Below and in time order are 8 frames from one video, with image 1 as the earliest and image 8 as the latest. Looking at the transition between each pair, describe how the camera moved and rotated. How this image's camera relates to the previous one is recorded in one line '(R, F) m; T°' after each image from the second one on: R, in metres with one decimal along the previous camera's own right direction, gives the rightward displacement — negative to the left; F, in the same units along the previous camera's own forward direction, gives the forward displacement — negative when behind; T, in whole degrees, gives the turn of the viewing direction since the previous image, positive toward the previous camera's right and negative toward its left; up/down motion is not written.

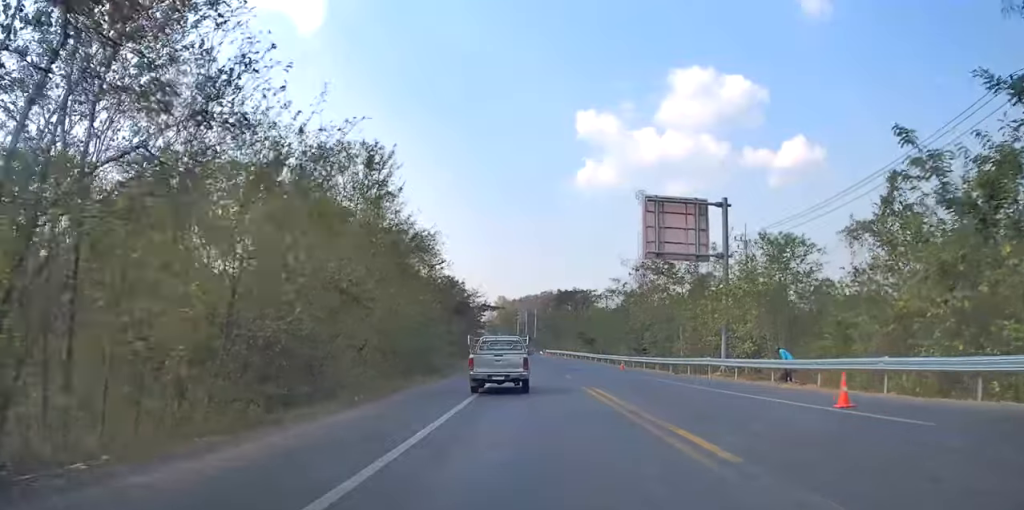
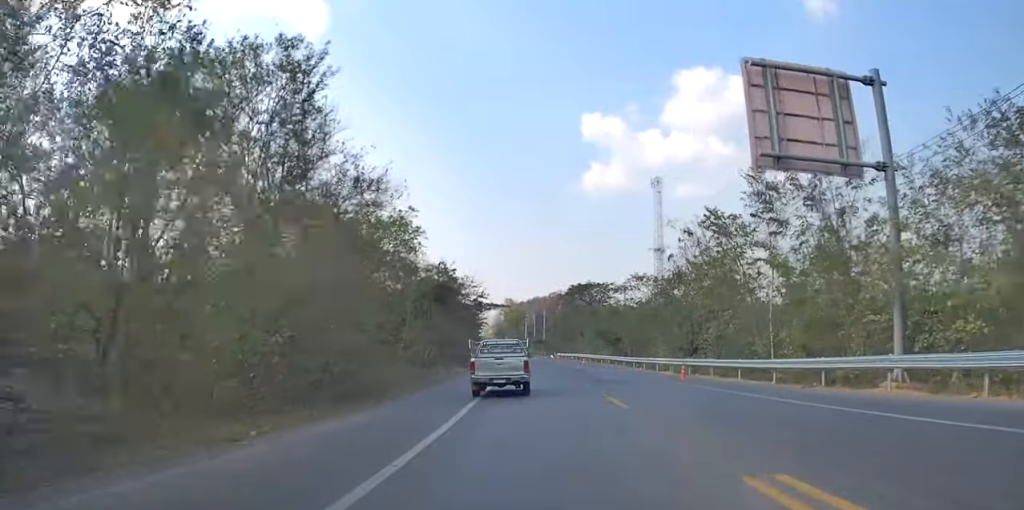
(-0.3, +16.5) m; -2°
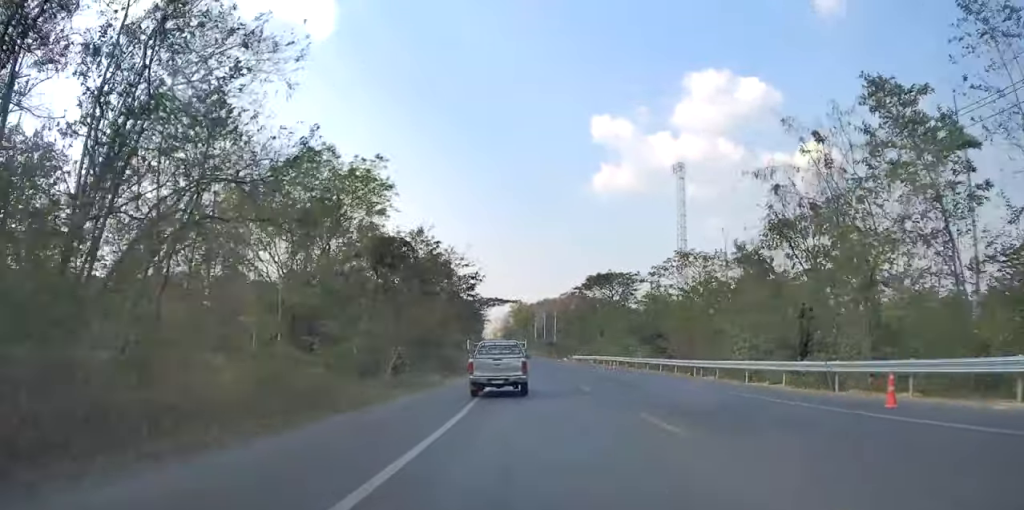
(-0.3, +16.4) m; -1°
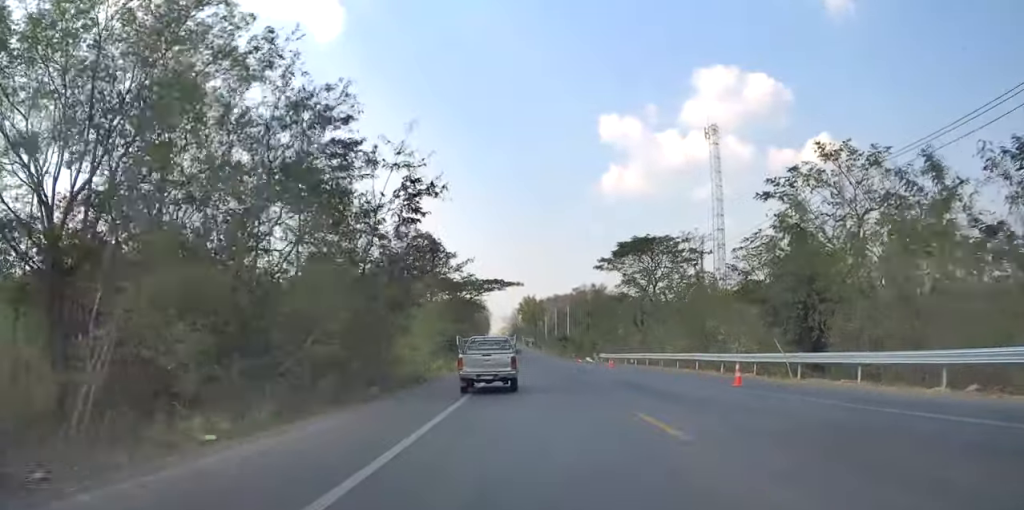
(+0.1, +26.3) m; 0°
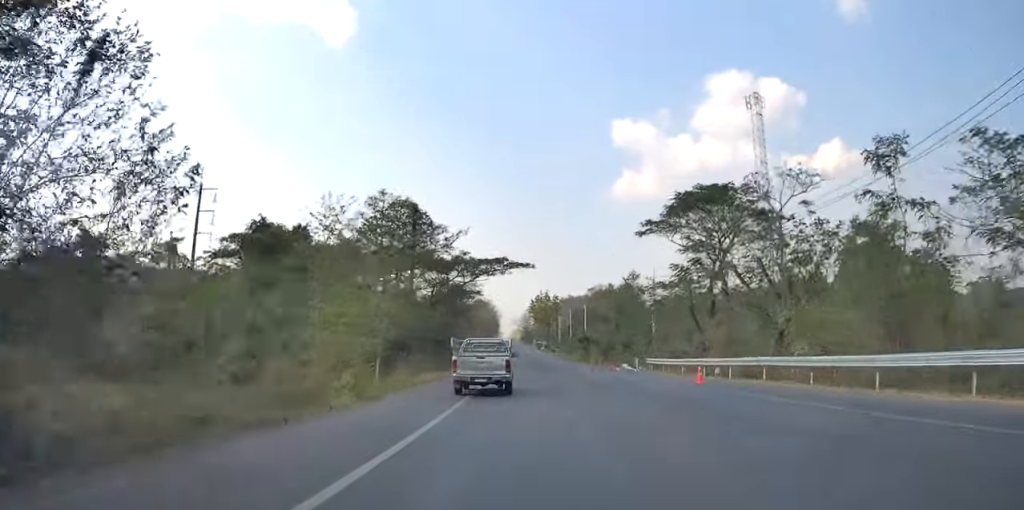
(0.0, +21.4) m; 0°
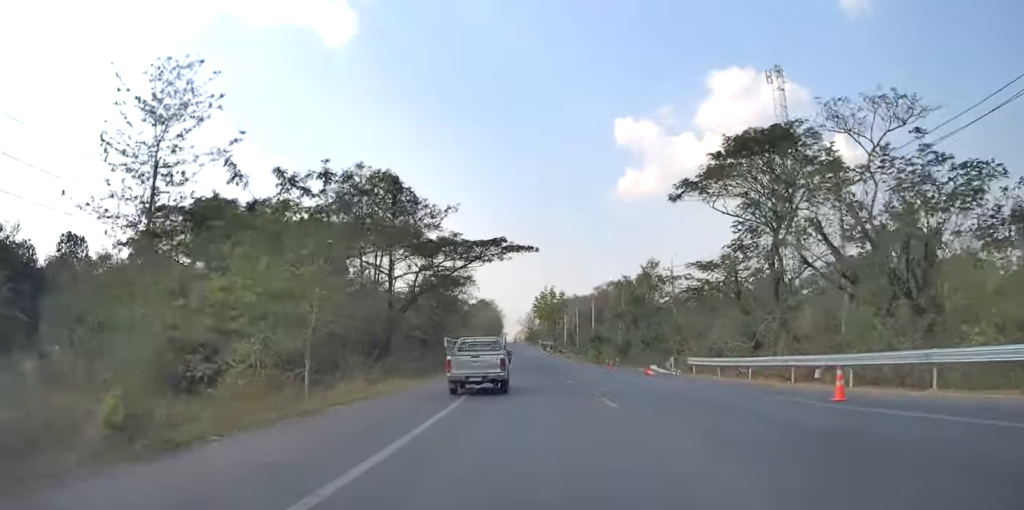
(0.0, +10.7) m; 0°
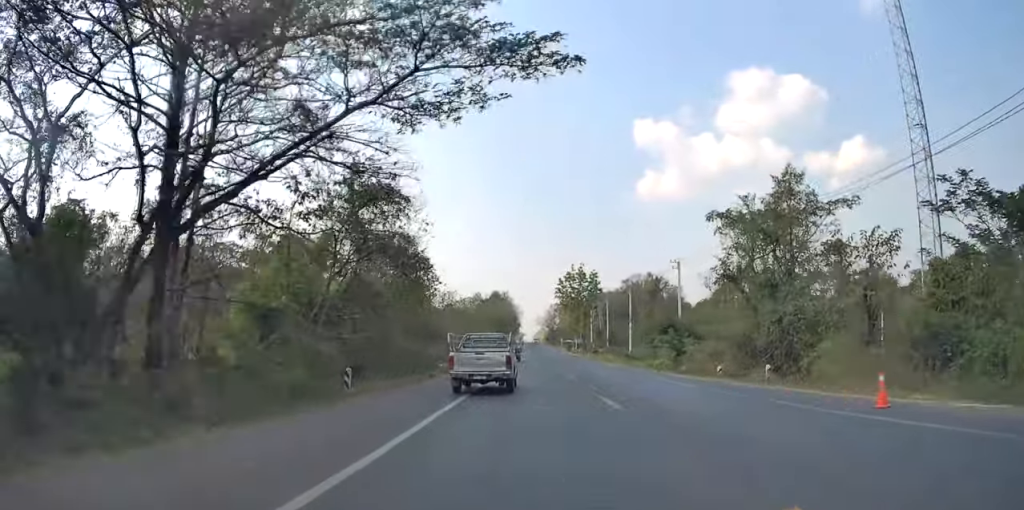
(-0.1, +35.1) m; -3°
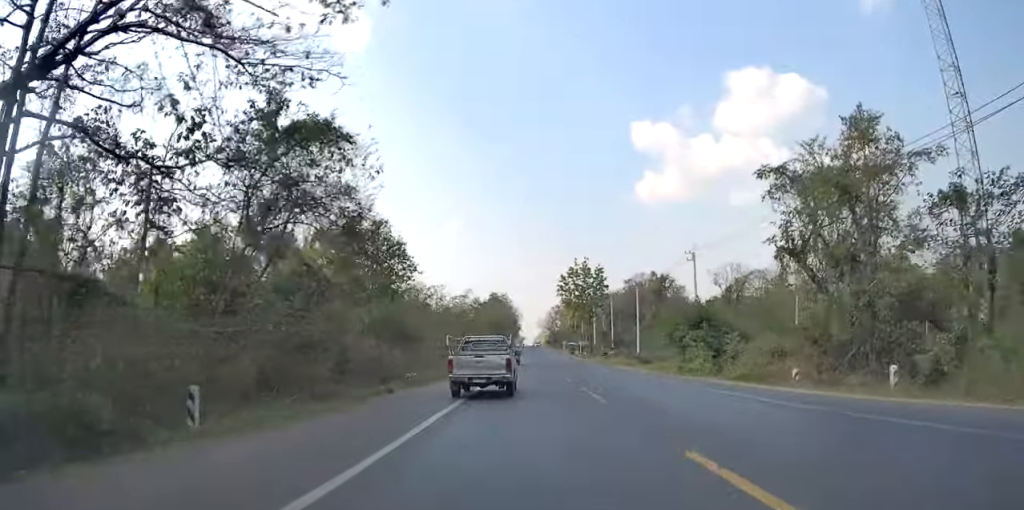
(-0.4, +9.9) m; -1°
